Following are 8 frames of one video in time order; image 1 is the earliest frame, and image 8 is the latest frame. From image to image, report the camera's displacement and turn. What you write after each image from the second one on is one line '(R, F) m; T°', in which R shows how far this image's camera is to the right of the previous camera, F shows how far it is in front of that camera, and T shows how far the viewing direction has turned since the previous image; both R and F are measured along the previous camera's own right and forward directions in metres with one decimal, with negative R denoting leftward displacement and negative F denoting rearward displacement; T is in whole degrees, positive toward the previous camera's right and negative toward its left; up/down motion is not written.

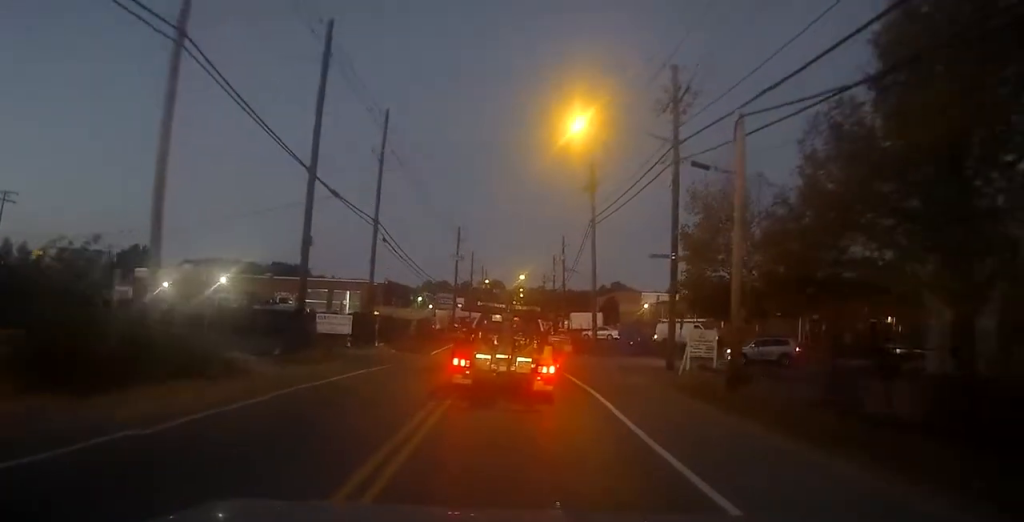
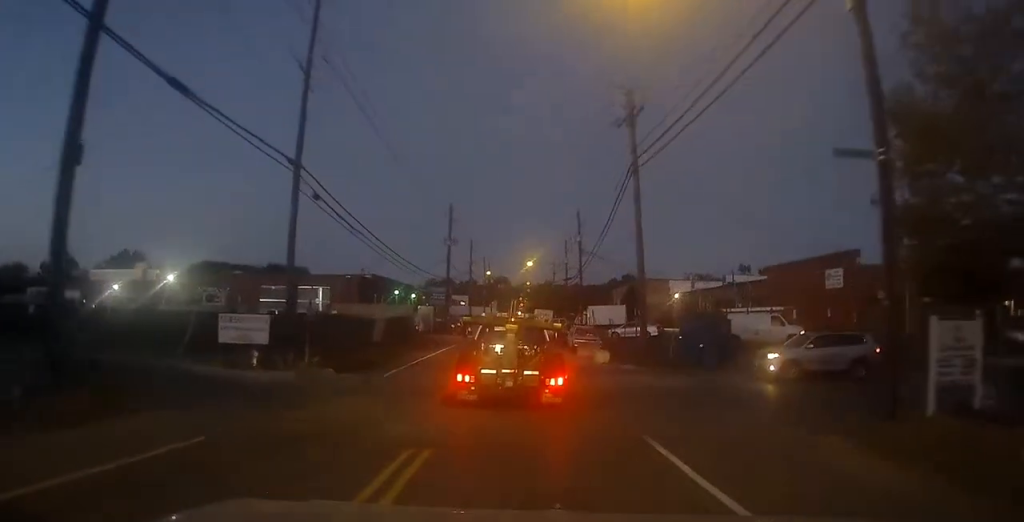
(-0.7, +14.3) m; -1°
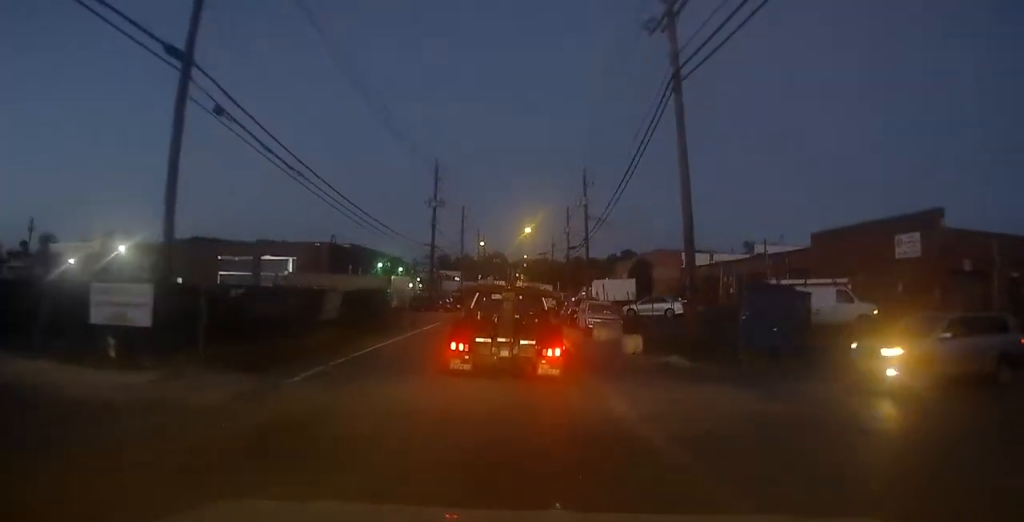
(+0.2, +8.9) m; 0°
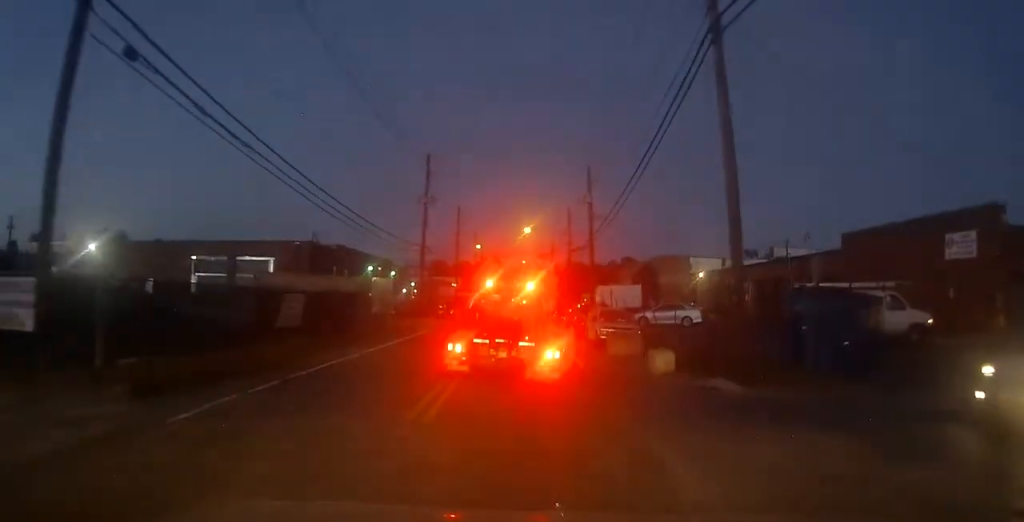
(+0.1, +4.9) m; -1°
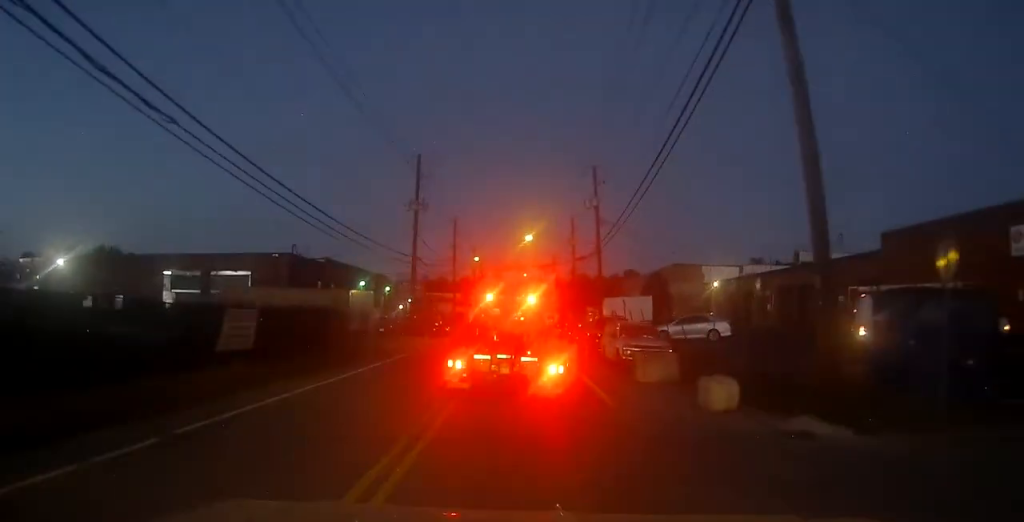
(-0.2, +4.9) m; -1°
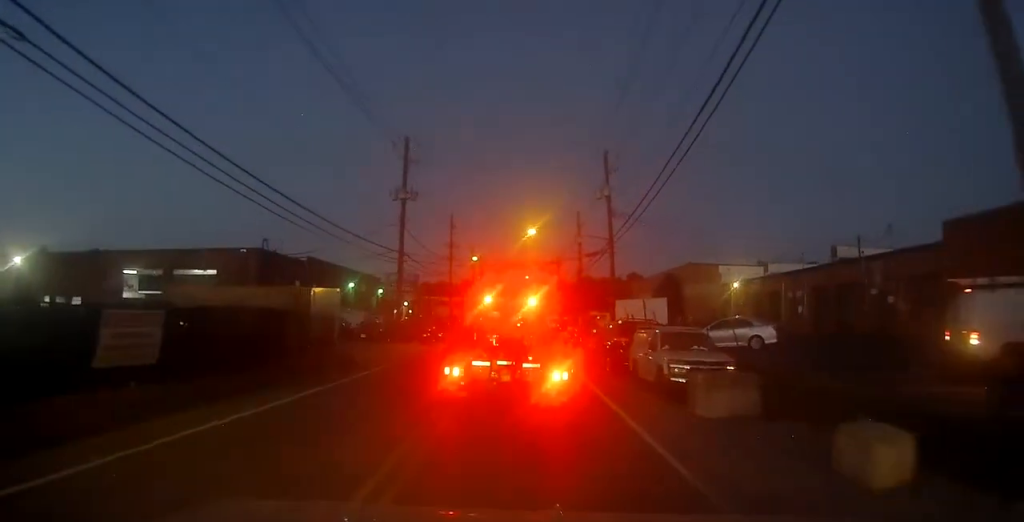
(-0.1, +6.1) m; 0°
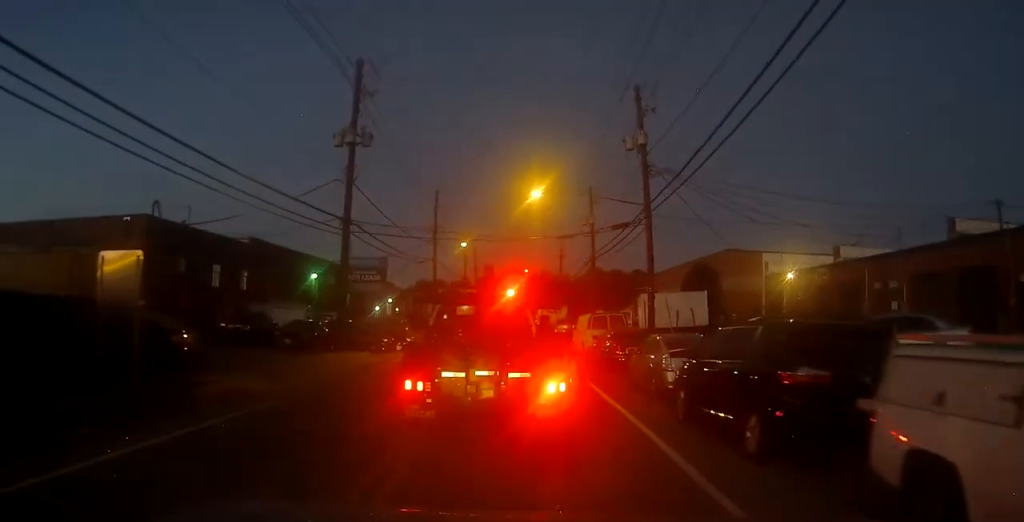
(+0.4, +14.6) m; +3°
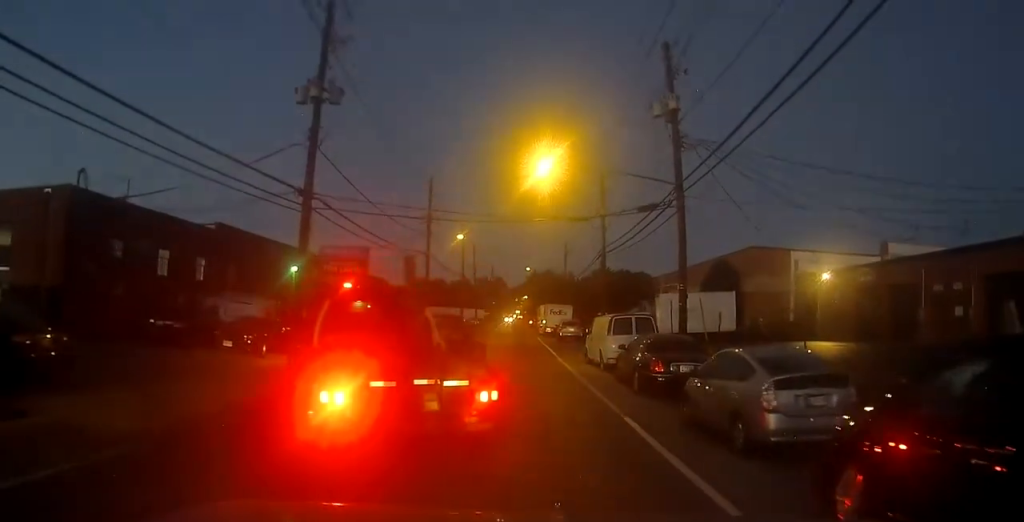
(0.0, +7.1) m; -1°
